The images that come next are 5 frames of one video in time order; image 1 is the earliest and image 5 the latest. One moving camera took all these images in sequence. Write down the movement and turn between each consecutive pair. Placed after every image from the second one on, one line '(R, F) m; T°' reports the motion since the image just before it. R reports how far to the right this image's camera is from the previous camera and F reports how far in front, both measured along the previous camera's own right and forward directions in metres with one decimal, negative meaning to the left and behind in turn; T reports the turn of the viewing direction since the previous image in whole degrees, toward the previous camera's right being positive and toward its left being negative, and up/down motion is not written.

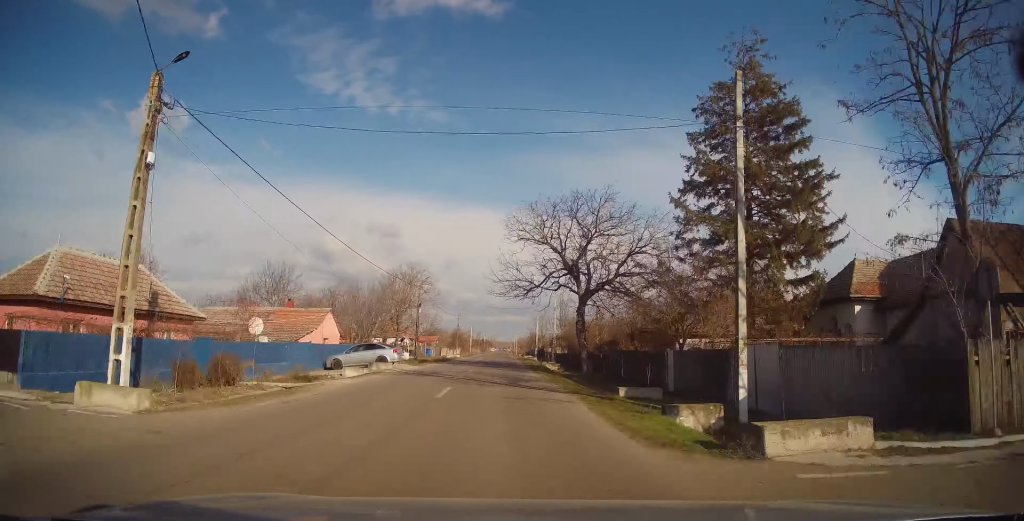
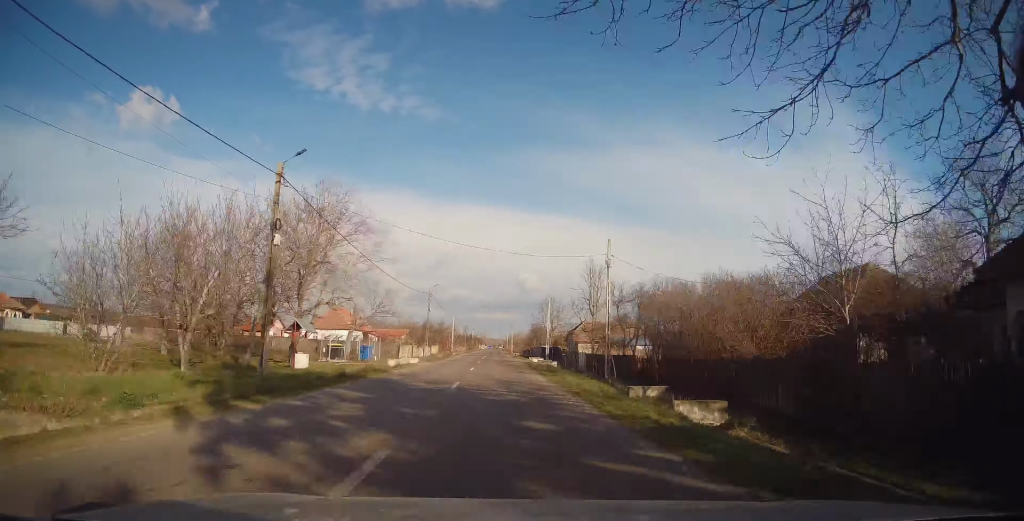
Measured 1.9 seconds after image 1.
(+0.3, +33.7) m; 0°
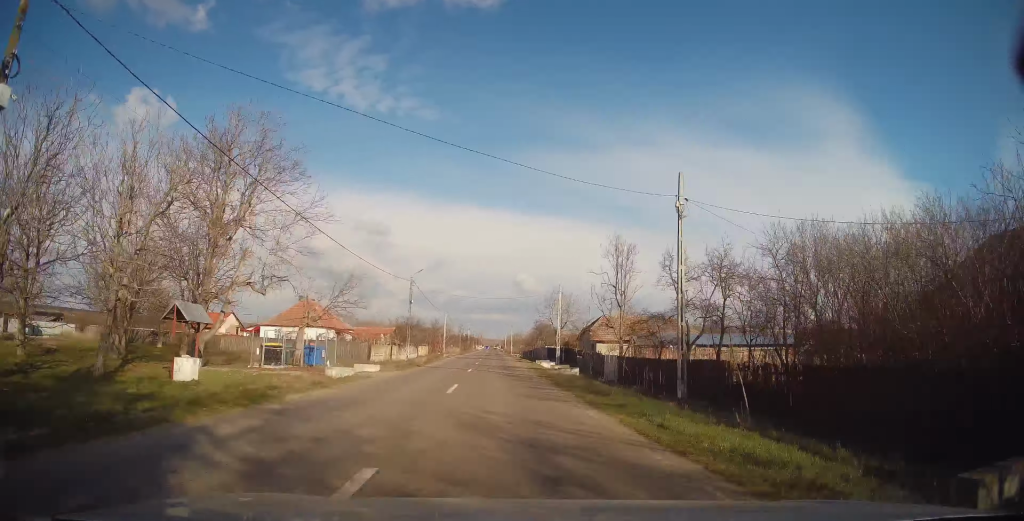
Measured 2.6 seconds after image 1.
(+0.1, +12.3) m; +1°
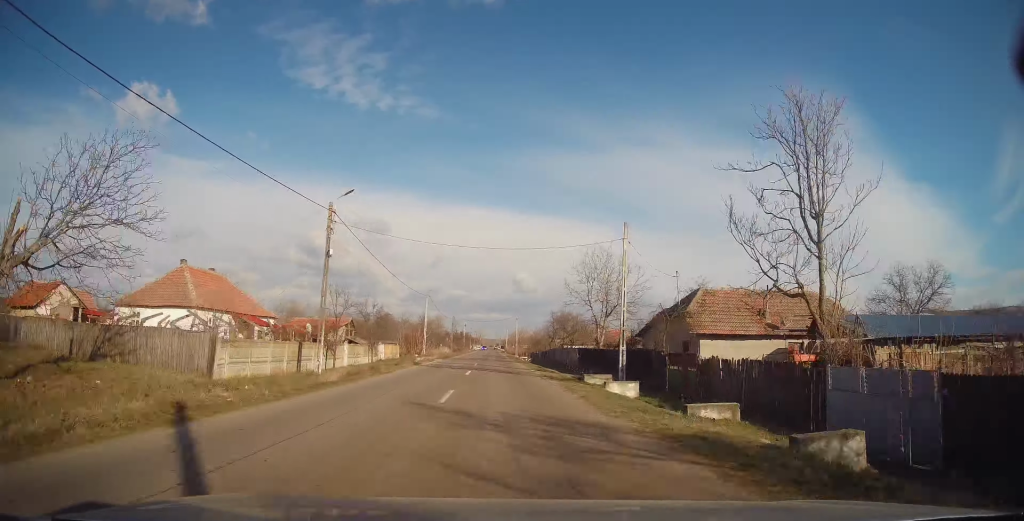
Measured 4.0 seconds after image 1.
(+0.4, +26.8) m; +1°
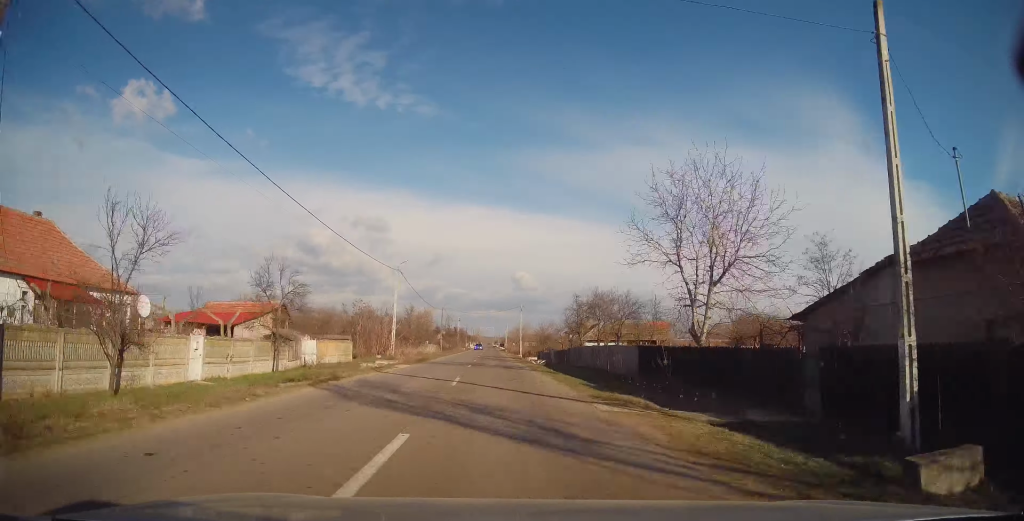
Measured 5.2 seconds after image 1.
(-0.1, +19.9) m; -1°
